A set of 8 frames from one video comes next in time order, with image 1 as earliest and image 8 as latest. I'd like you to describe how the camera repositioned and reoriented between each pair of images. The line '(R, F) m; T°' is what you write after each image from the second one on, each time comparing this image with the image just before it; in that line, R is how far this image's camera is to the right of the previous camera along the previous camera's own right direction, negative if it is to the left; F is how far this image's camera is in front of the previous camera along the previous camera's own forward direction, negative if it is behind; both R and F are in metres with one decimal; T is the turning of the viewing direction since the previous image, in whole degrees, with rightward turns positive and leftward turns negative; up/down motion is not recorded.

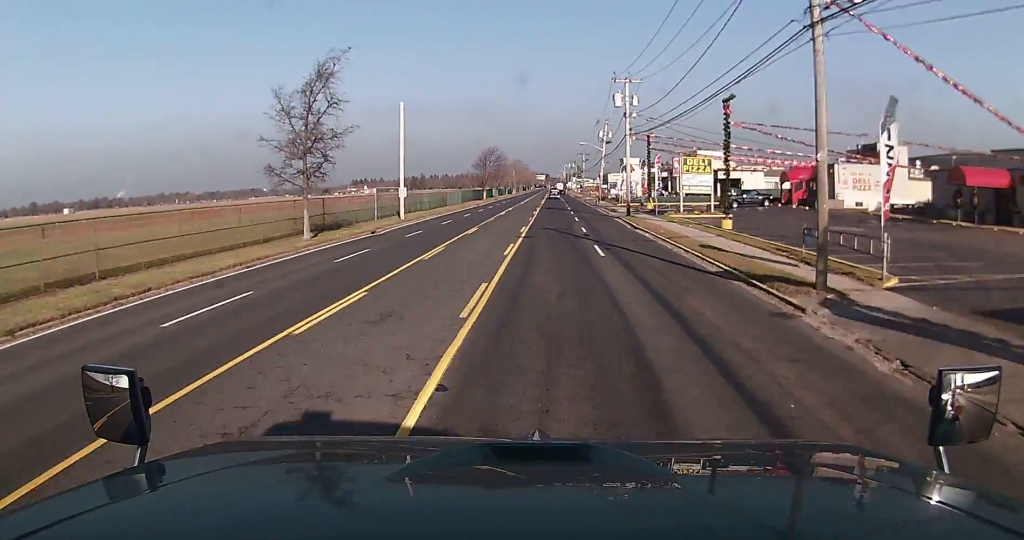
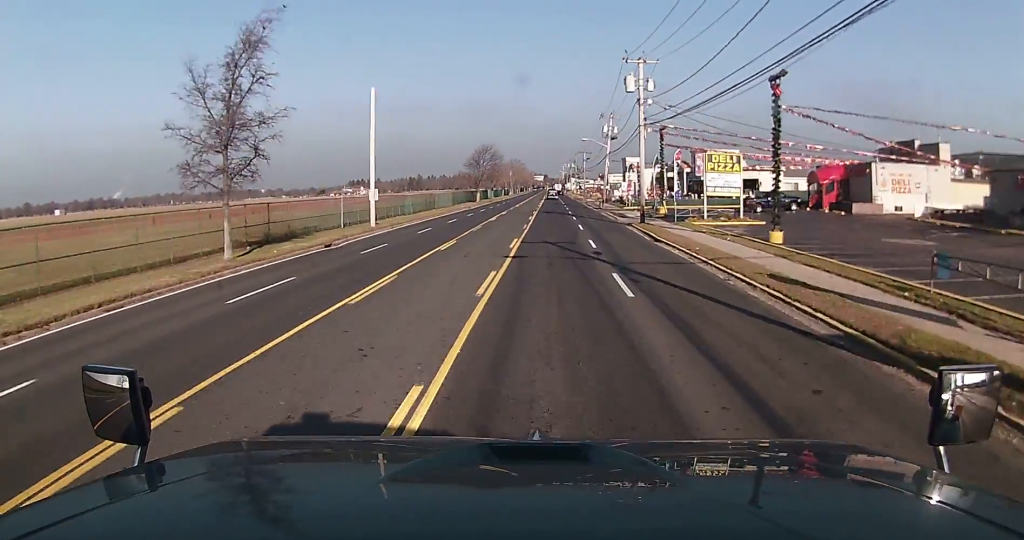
(+0.1, +8.7) m; 0°
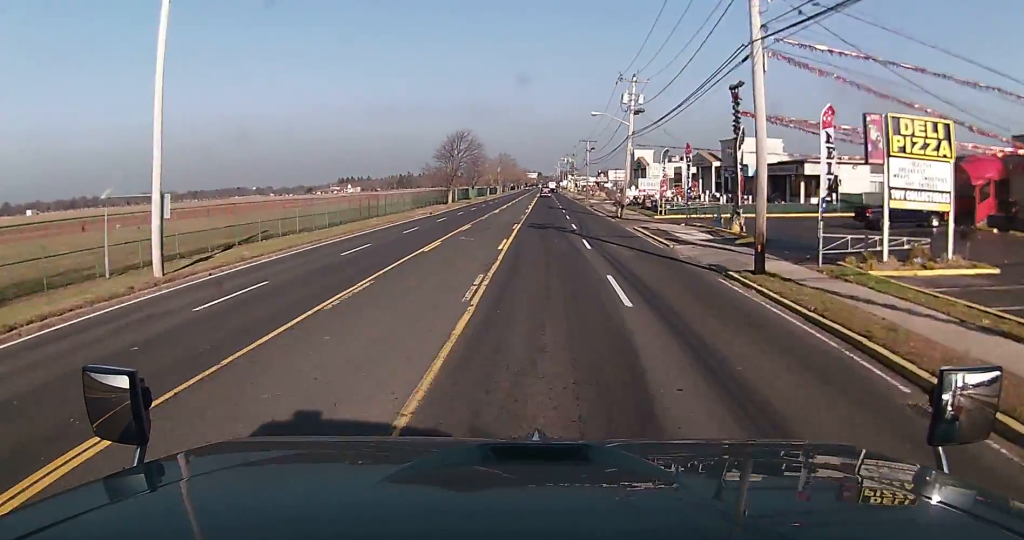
(-0.8, +25.7) m; -2°
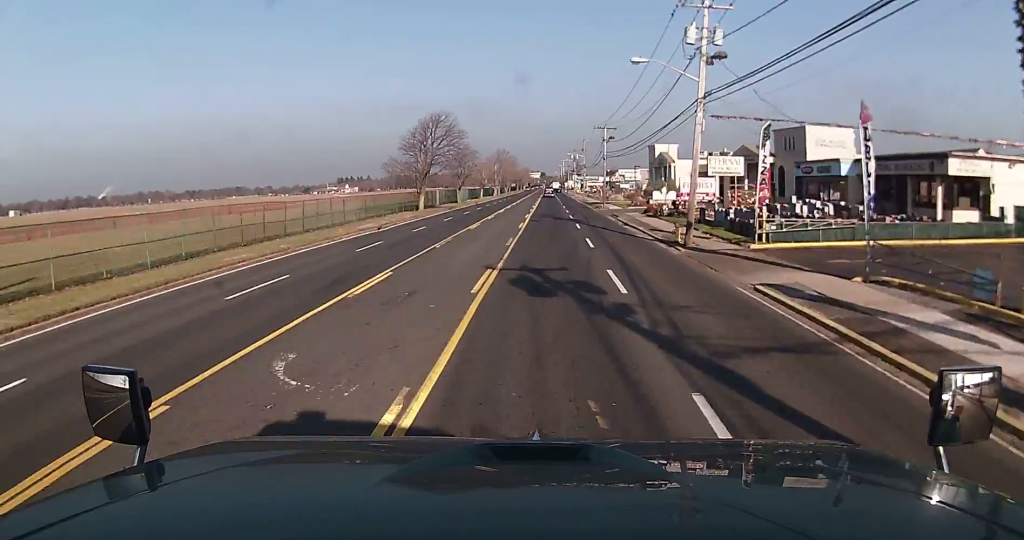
(+0.3, +22.5) m; +2°
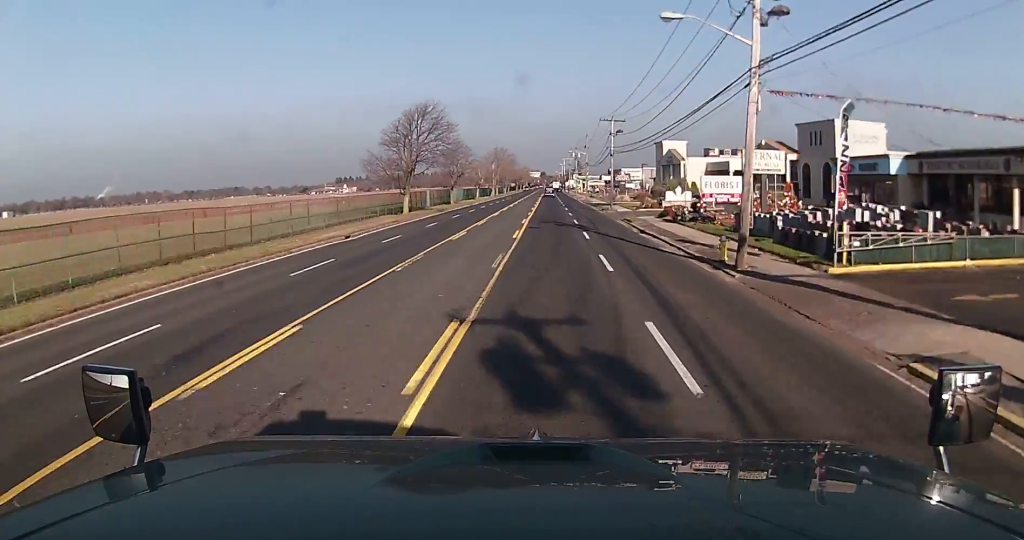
(+0.1, +7.7) m; 0°
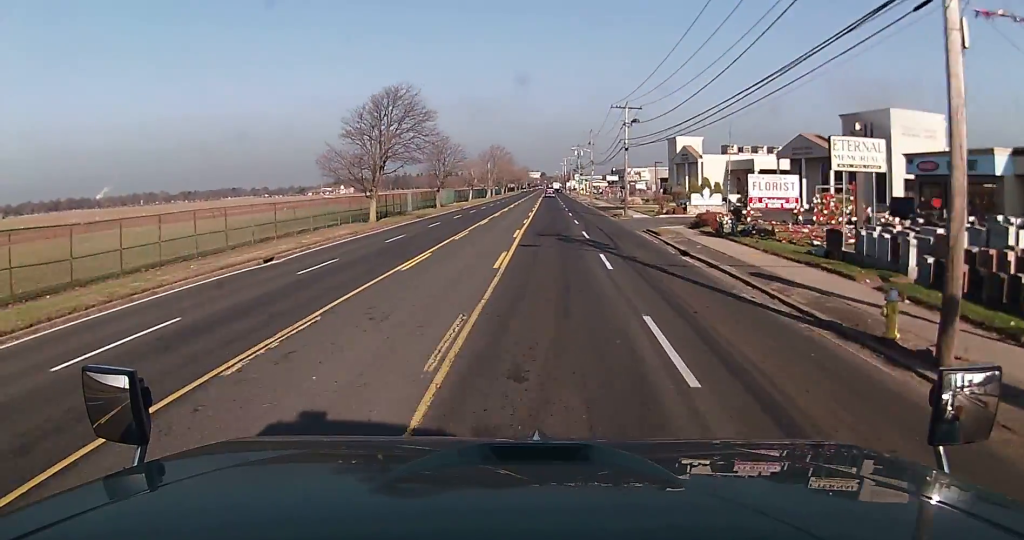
(+0.1, +11.3) m; 0°
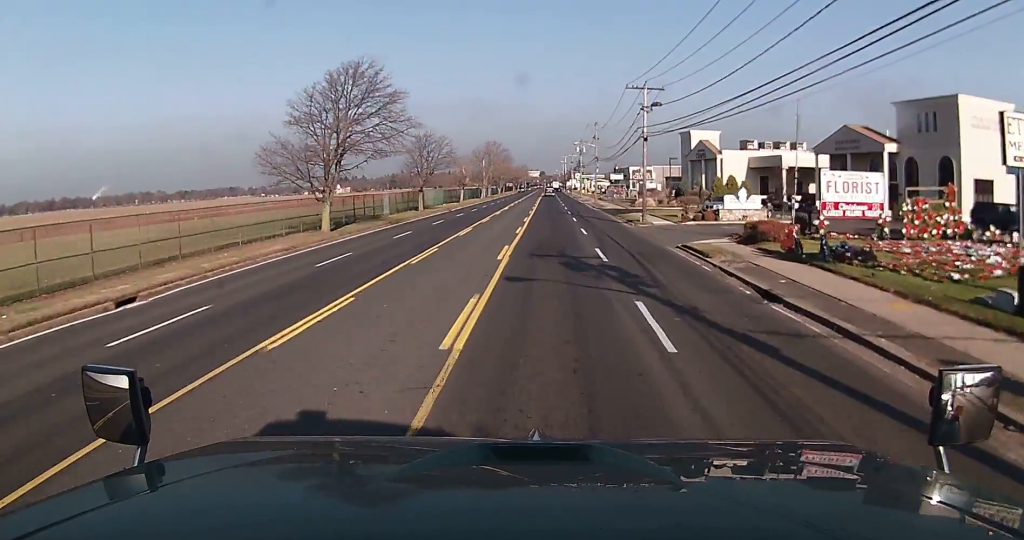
(-0.2, +10.4) m; 0°
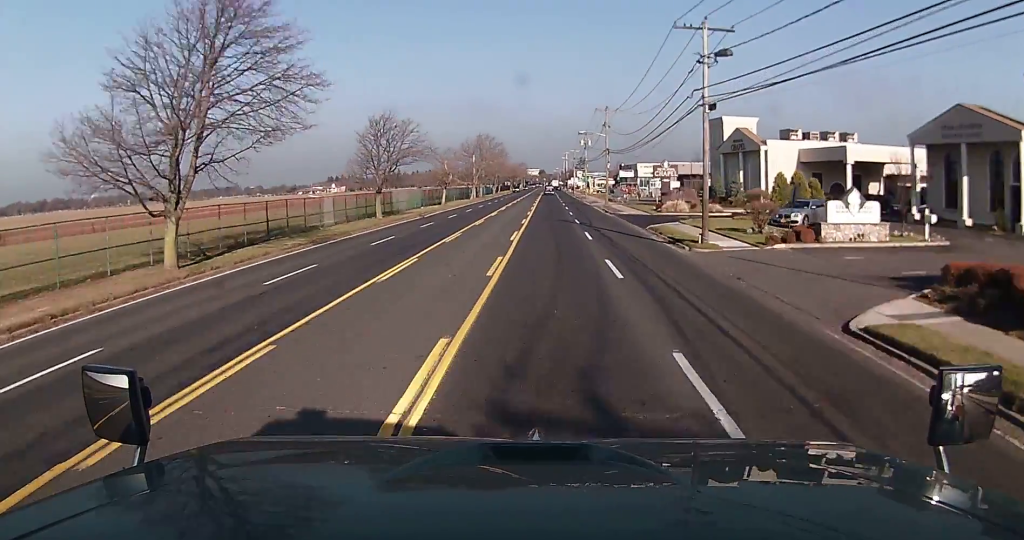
(+0.1, +16.6) m; 0°
